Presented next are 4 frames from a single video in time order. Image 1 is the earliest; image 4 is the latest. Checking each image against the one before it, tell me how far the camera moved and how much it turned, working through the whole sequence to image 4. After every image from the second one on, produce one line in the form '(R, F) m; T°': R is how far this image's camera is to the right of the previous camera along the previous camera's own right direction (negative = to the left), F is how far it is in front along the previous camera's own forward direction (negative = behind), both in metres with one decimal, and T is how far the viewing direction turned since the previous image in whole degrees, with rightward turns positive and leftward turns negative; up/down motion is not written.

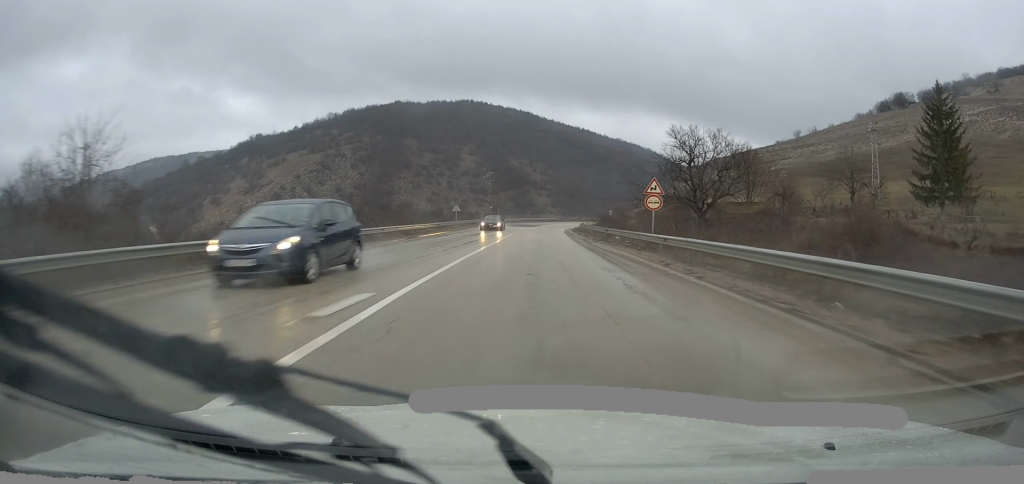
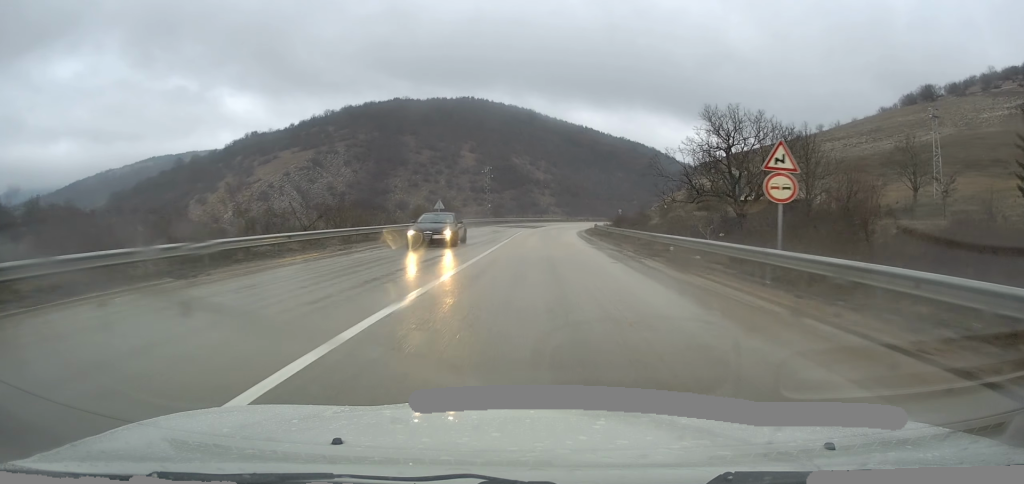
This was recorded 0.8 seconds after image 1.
(-0.2, +13.1) m; 0°
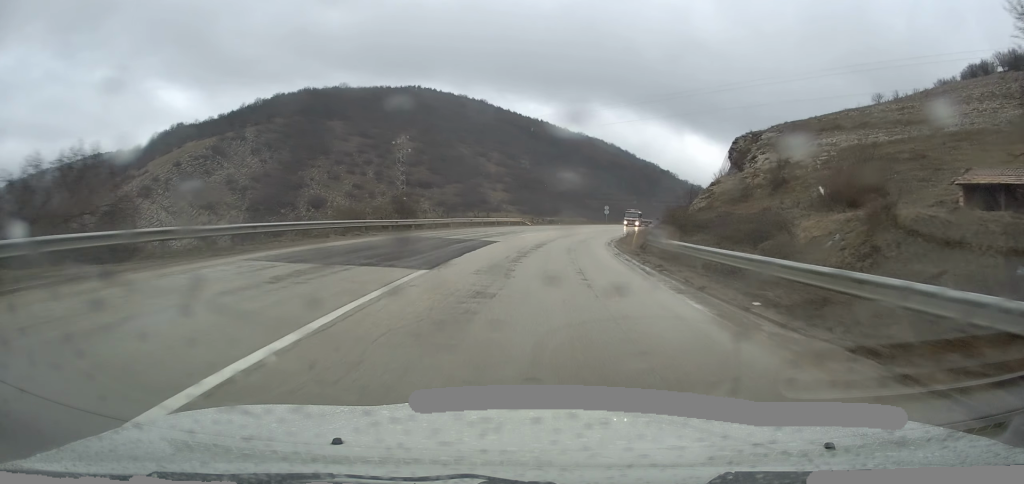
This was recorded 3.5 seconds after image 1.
(+0.8, +48.3) m; +3°
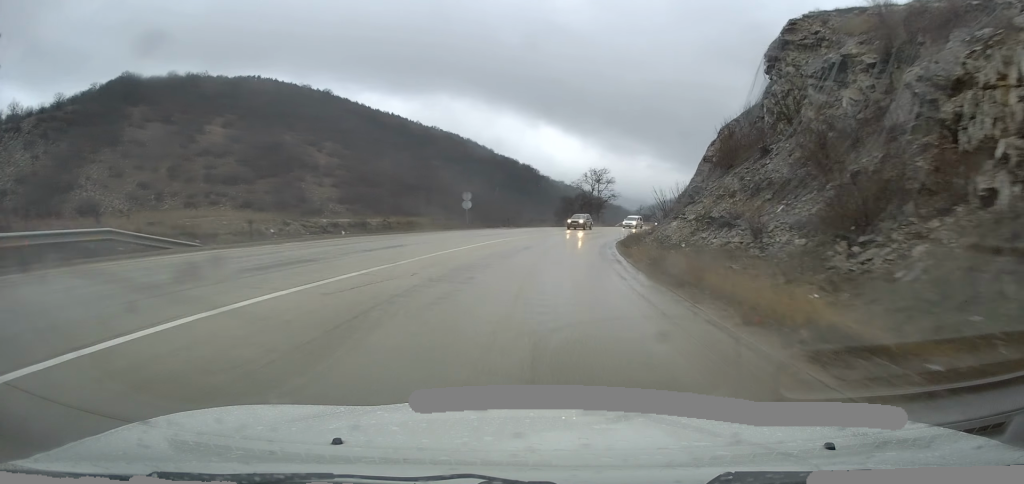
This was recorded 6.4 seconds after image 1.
(+4.3, +49.7) m; +11°
